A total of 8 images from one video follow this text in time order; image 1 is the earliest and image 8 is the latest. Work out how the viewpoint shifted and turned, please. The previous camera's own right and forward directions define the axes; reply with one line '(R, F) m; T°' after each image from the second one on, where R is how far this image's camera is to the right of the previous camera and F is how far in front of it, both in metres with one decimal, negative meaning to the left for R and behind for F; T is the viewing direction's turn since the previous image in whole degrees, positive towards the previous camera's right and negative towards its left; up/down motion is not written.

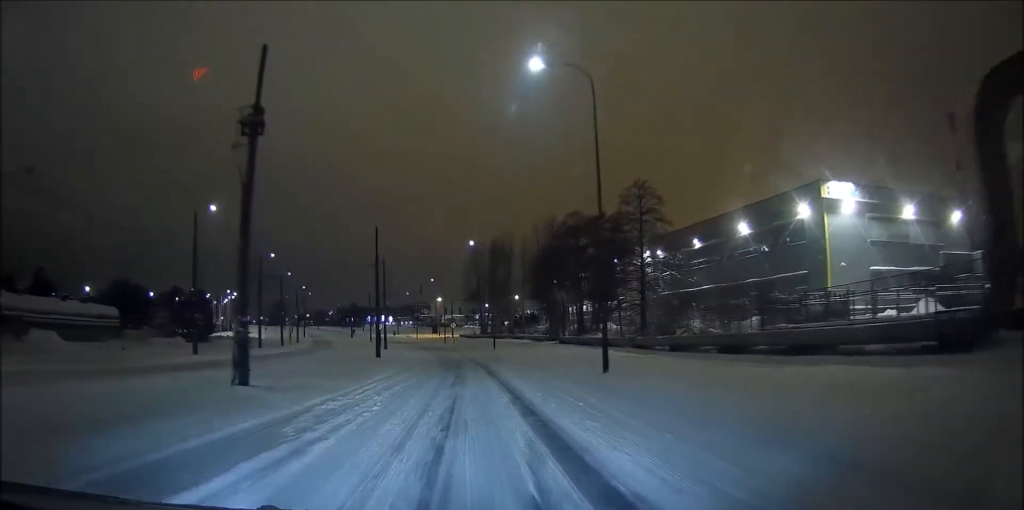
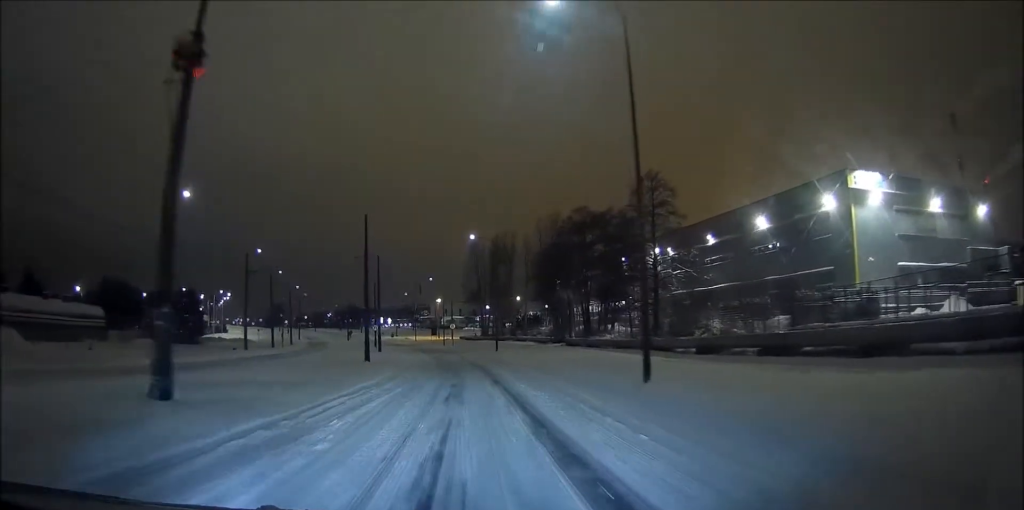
(0.0, +5.1) m; 0°
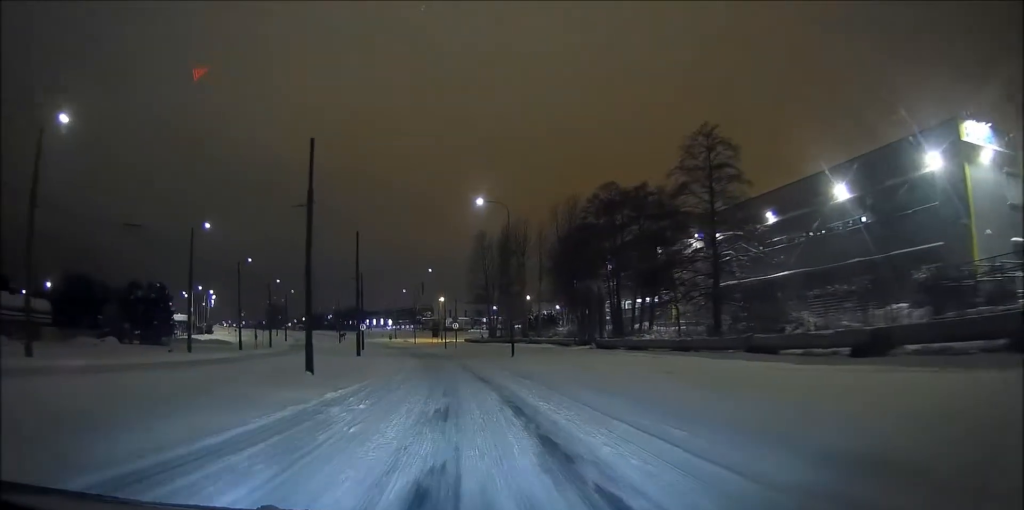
(0.0, +16.0) m; -1°
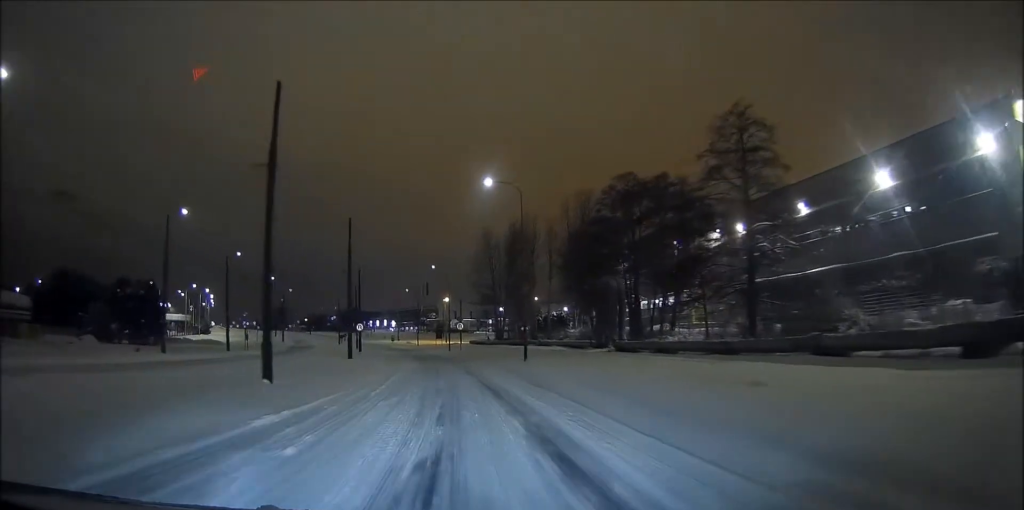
(-0.1, +5.9) m; 0°
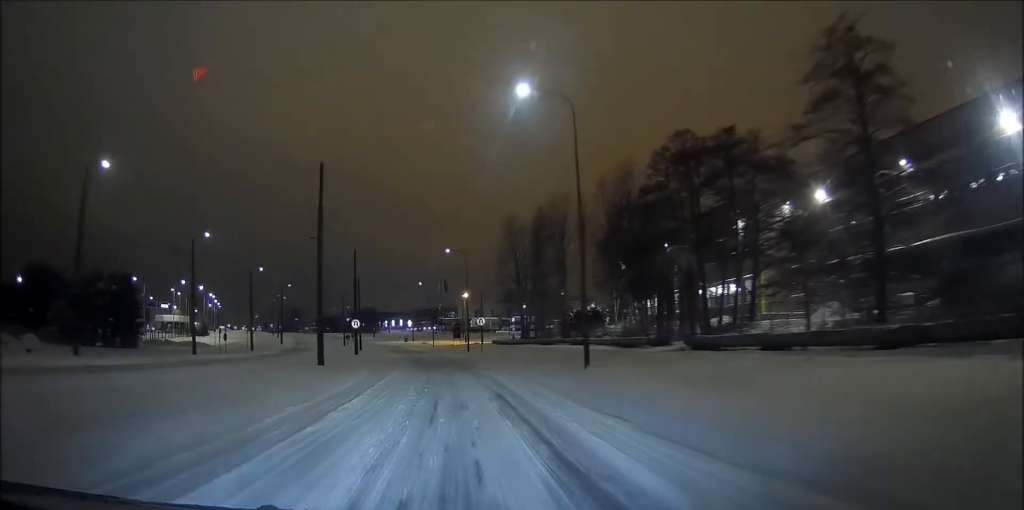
(-0.1, +14.3) m; -1°
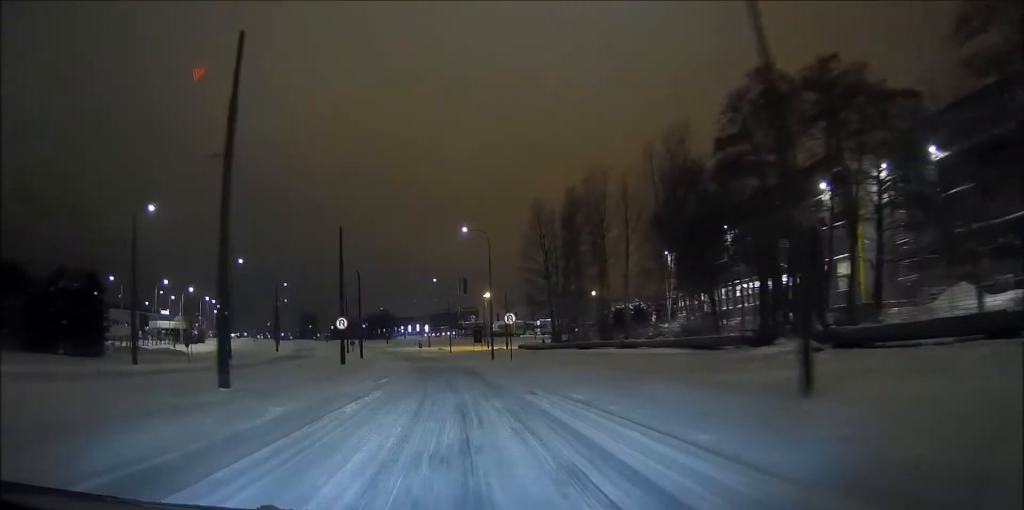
(-0.1, +14.7) m; -1°
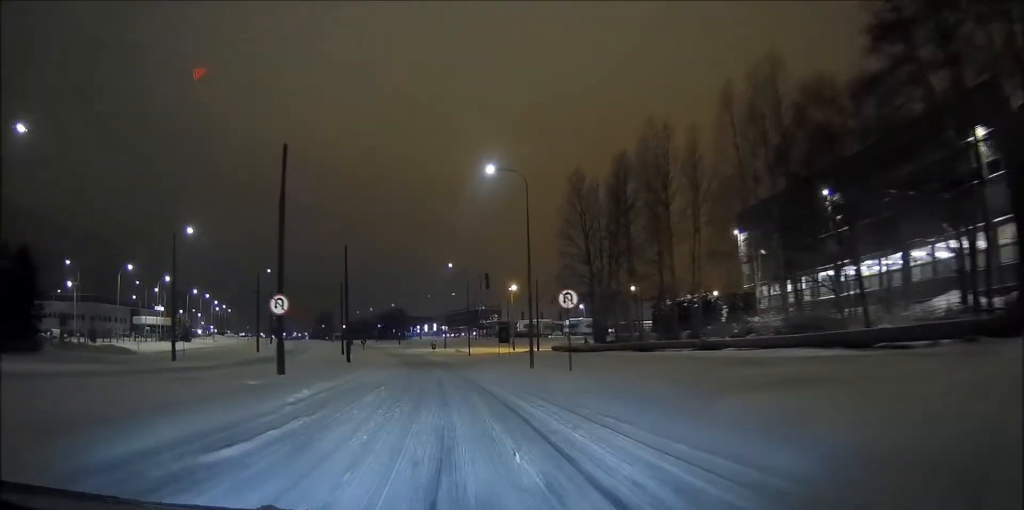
(-0.4, +18.1) m; -3°
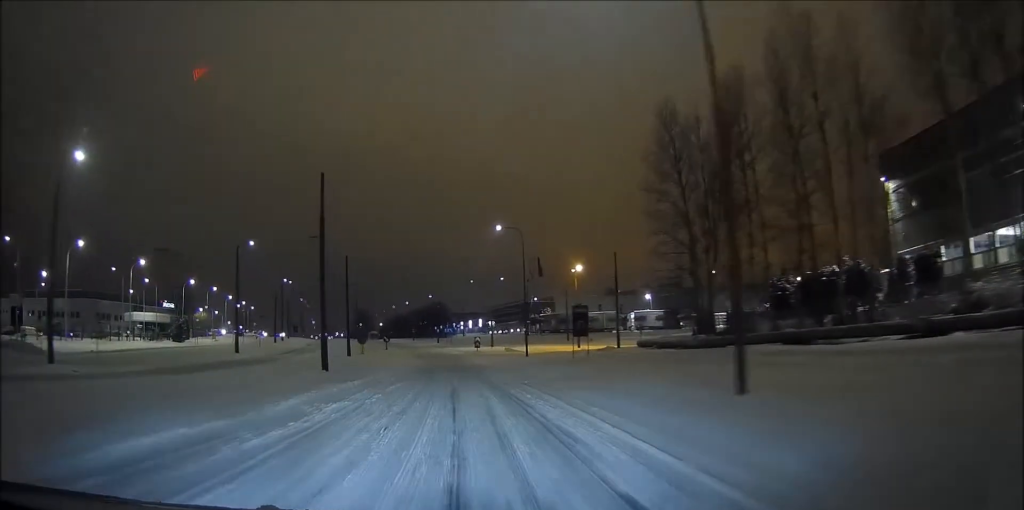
(-0.4, +22.0) m; -3°
